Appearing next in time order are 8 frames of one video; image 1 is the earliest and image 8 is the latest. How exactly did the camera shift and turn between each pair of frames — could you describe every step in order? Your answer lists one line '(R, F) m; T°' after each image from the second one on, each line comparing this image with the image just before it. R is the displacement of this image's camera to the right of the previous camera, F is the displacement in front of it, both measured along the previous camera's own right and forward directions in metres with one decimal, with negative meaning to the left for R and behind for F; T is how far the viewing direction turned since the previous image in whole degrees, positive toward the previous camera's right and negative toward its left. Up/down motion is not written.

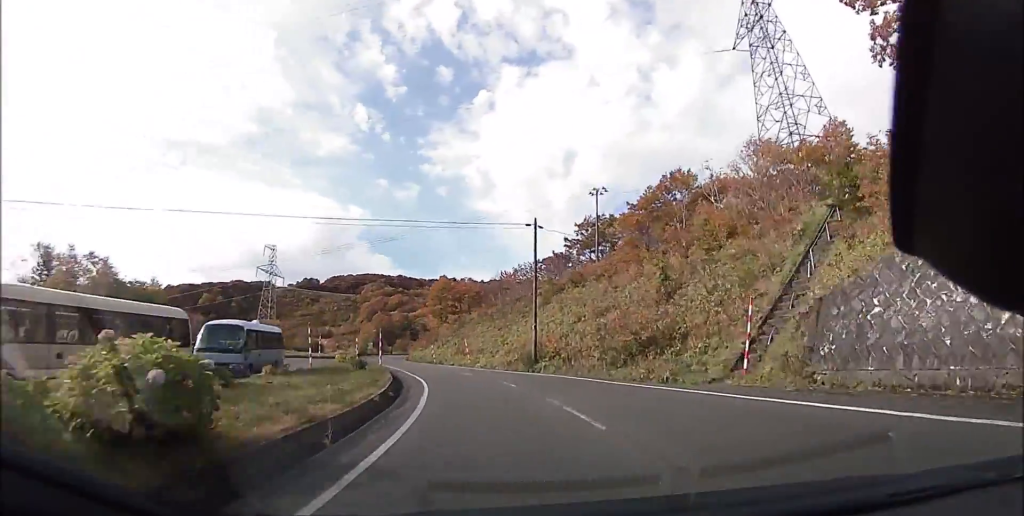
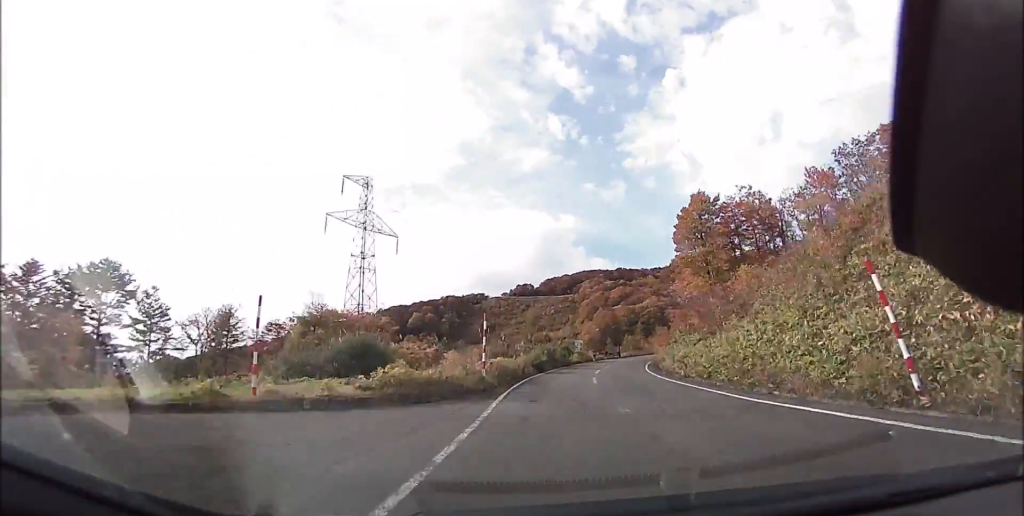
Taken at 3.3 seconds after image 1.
(-14.6, +45.3) m; -27°
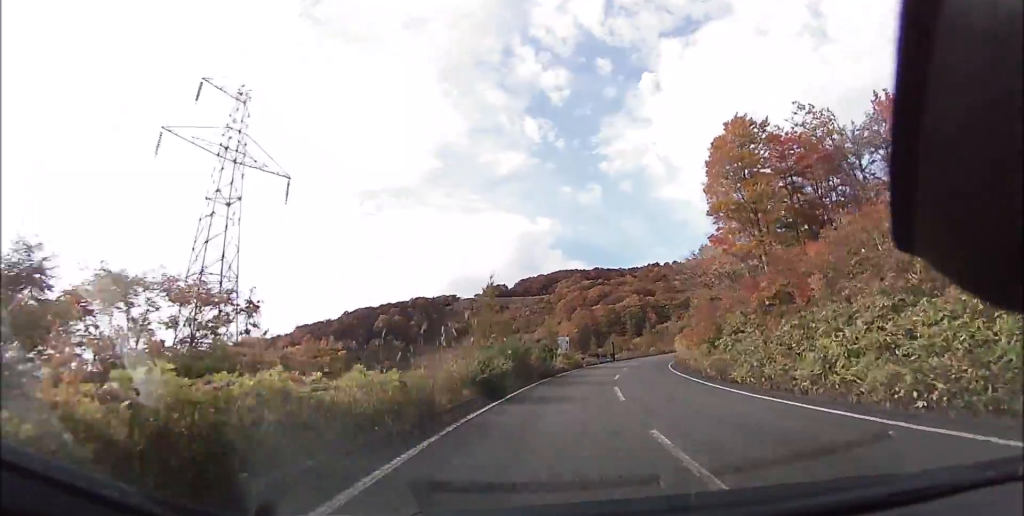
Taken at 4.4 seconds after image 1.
(-0.6, +16.6) m; -2°
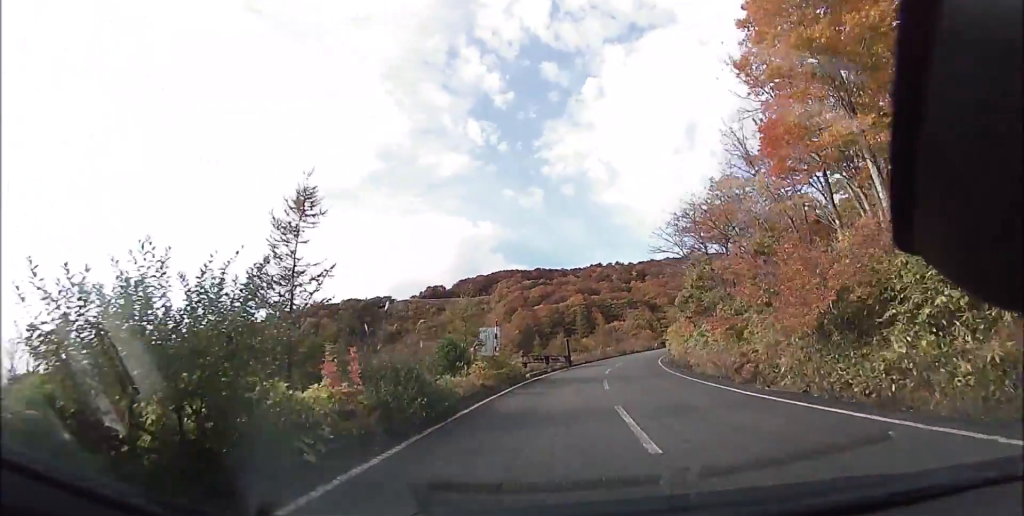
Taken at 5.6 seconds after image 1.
(-0.2, +17.4) m; +4°
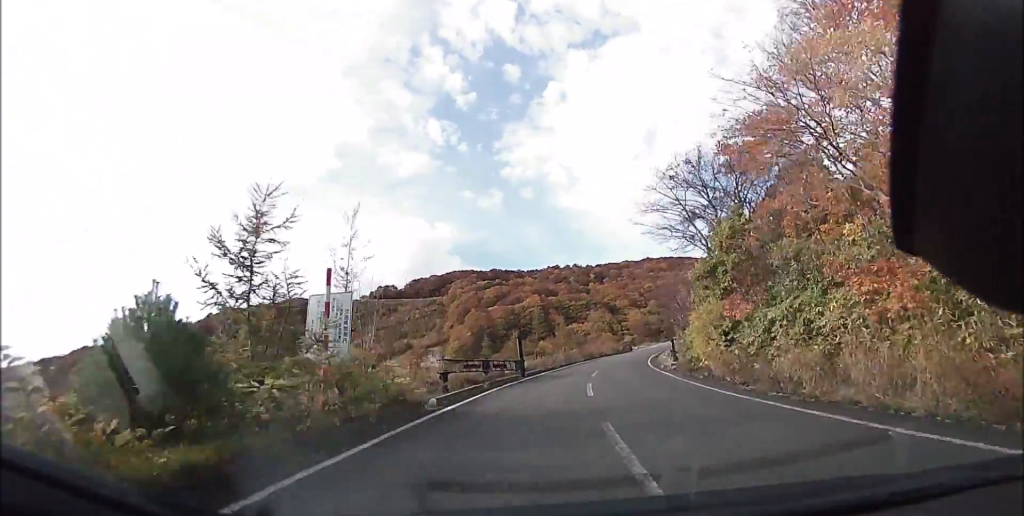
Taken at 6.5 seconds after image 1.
(+0.2, +13.1) m; +4°
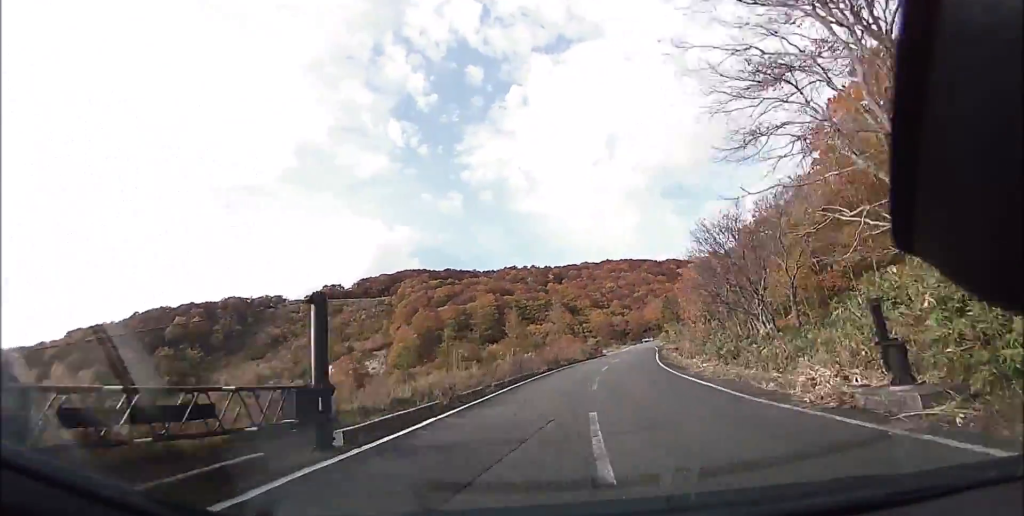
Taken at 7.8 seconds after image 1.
(+1.5, +19.7) m; +8°
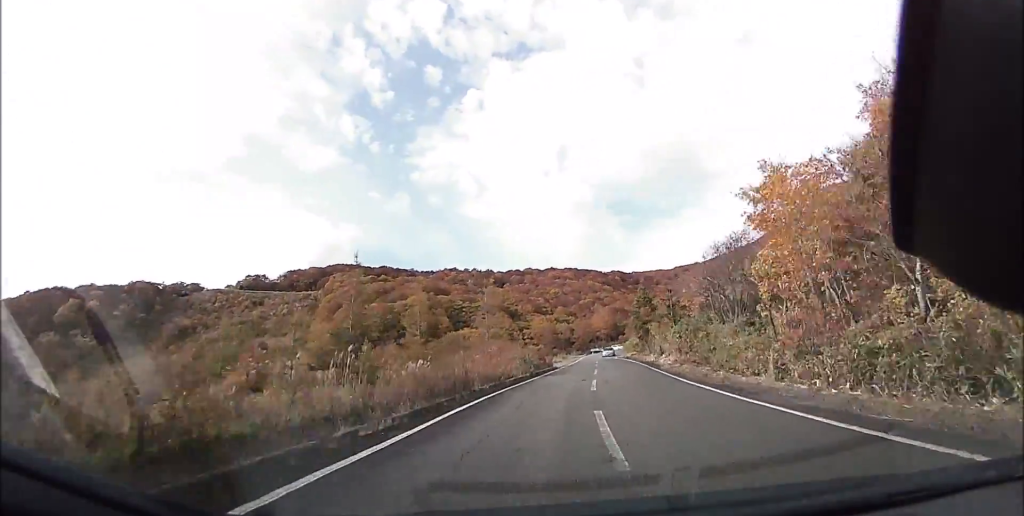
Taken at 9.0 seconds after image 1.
(+1.5, +19.4) m; +6°
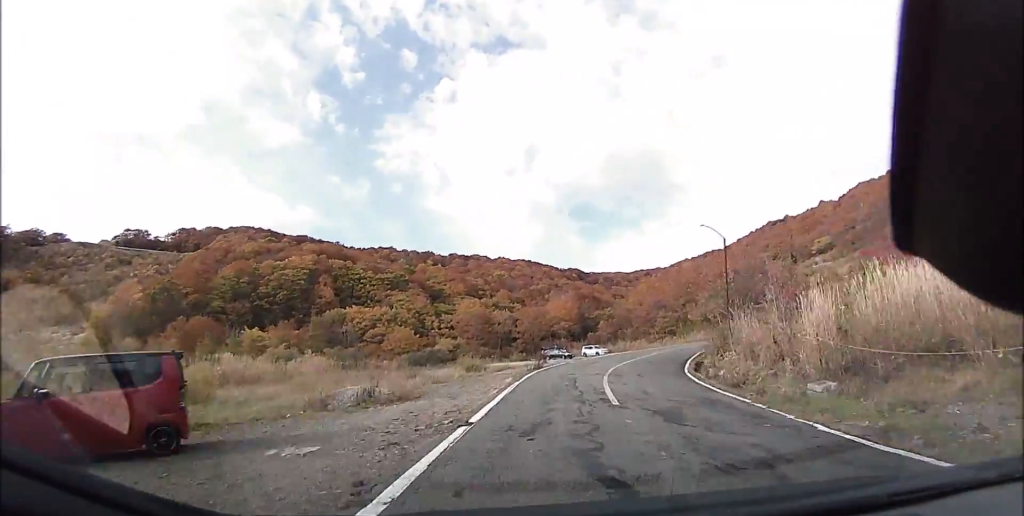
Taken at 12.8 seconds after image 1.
(+5.2, +54.8) m; +11°
